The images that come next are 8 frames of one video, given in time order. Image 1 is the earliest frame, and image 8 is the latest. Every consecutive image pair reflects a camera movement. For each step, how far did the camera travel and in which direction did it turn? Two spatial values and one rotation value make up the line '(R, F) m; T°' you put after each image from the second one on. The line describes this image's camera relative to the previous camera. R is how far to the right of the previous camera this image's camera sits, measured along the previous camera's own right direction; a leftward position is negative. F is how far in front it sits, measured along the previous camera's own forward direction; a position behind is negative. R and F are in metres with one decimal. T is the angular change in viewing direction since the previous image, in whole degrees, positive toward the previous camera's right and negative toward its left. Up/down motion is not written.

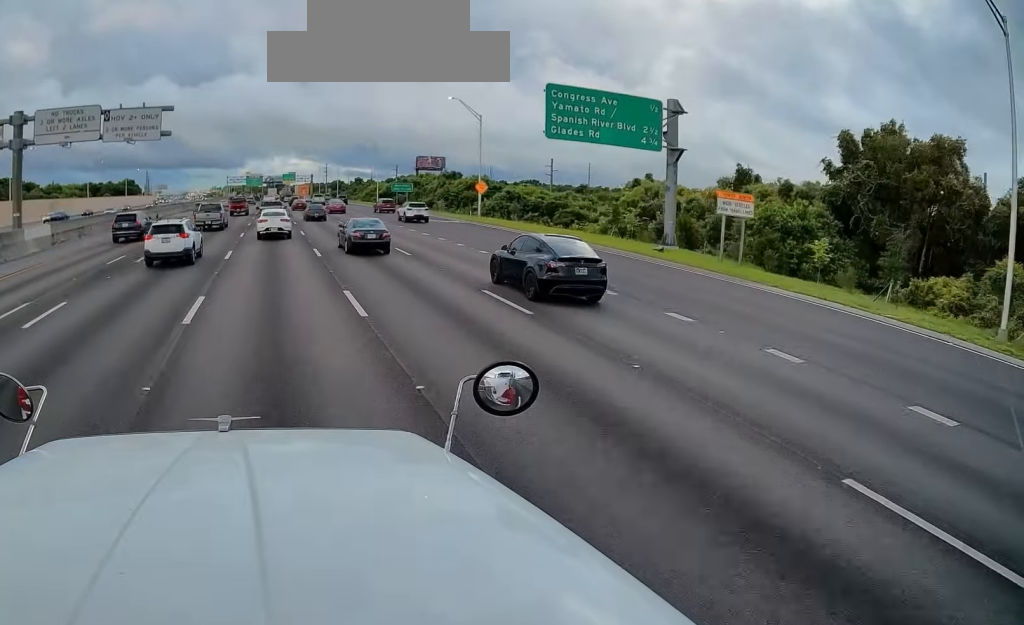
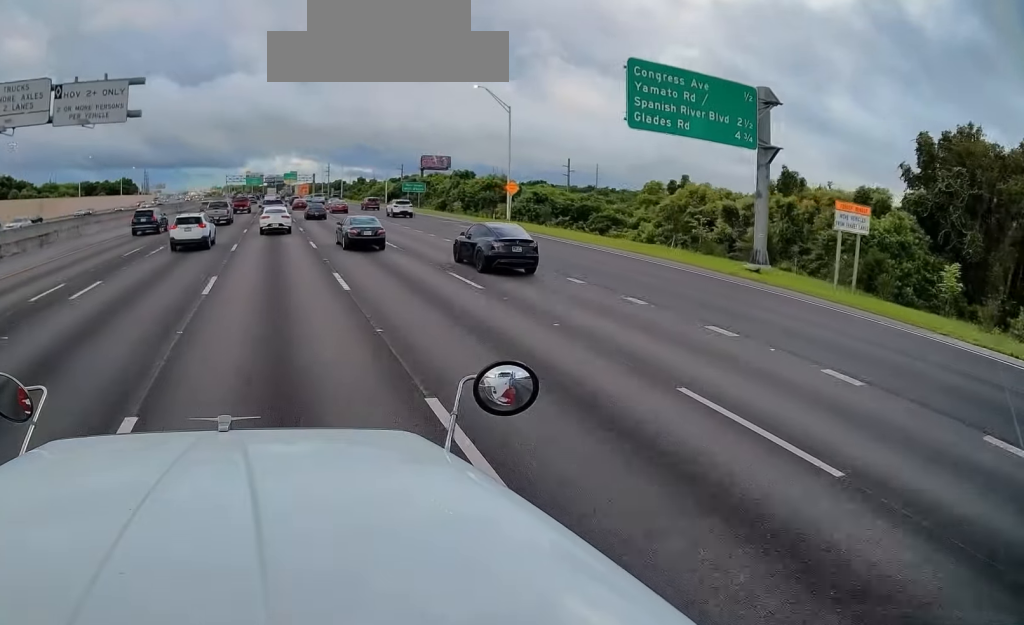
(-0.3, +9.1) m; -3°
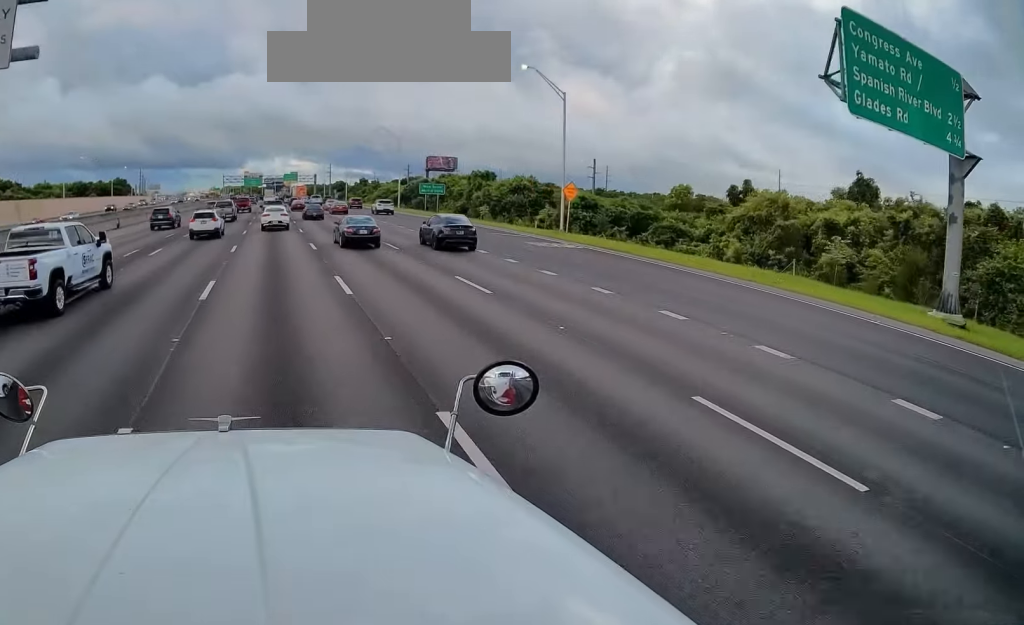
(-0.1, +11.8) m; -1°
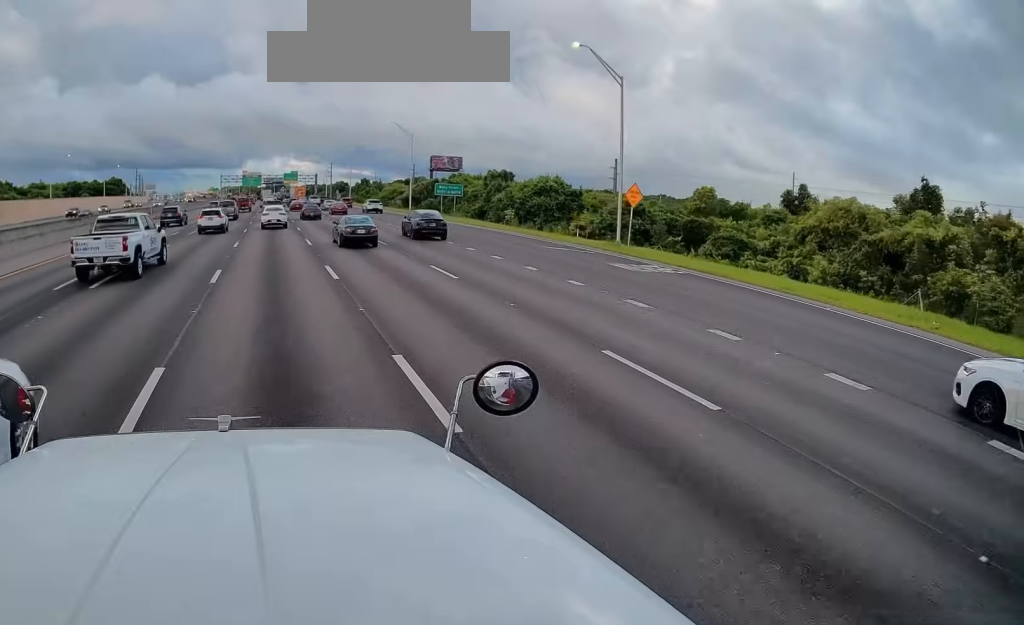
(0.0, +8.8) m; 0°
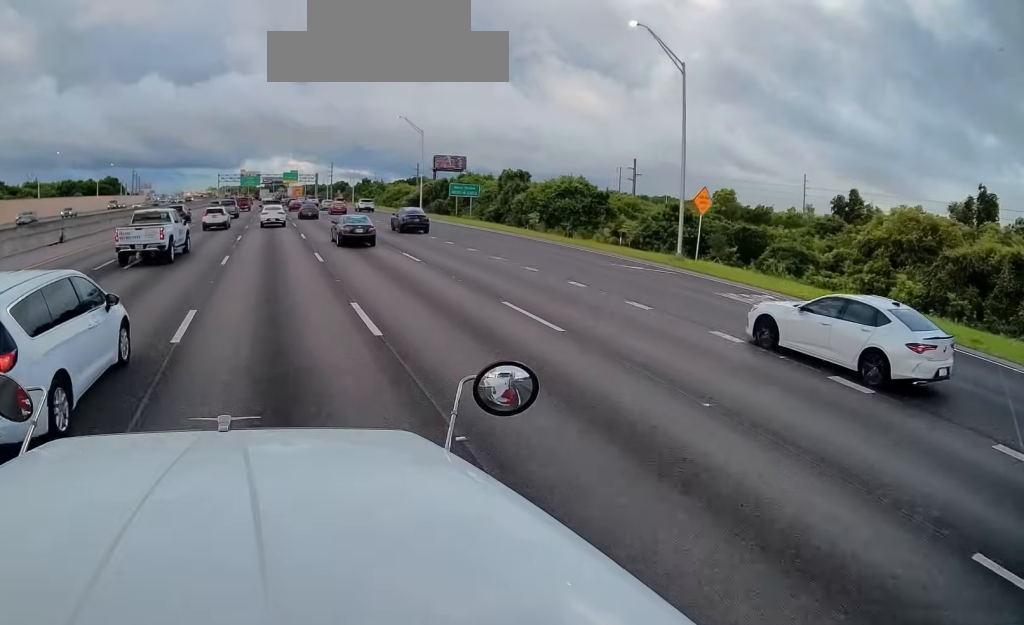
(0.0, +6.9) m; +1°
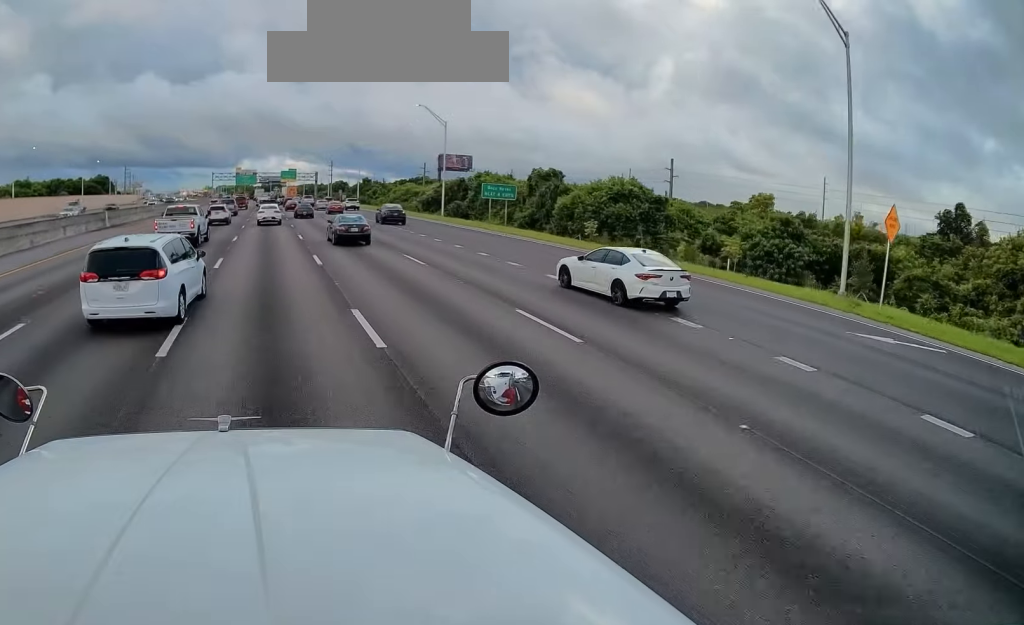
(+0.2, +11.8) m; +1°
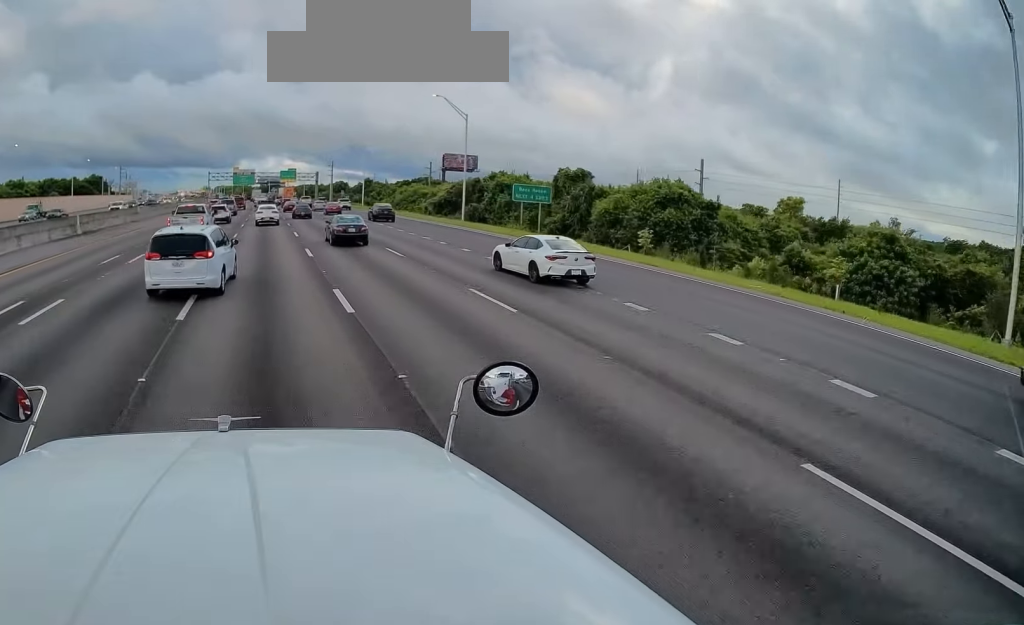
(0.0, +7.5) m; 0°
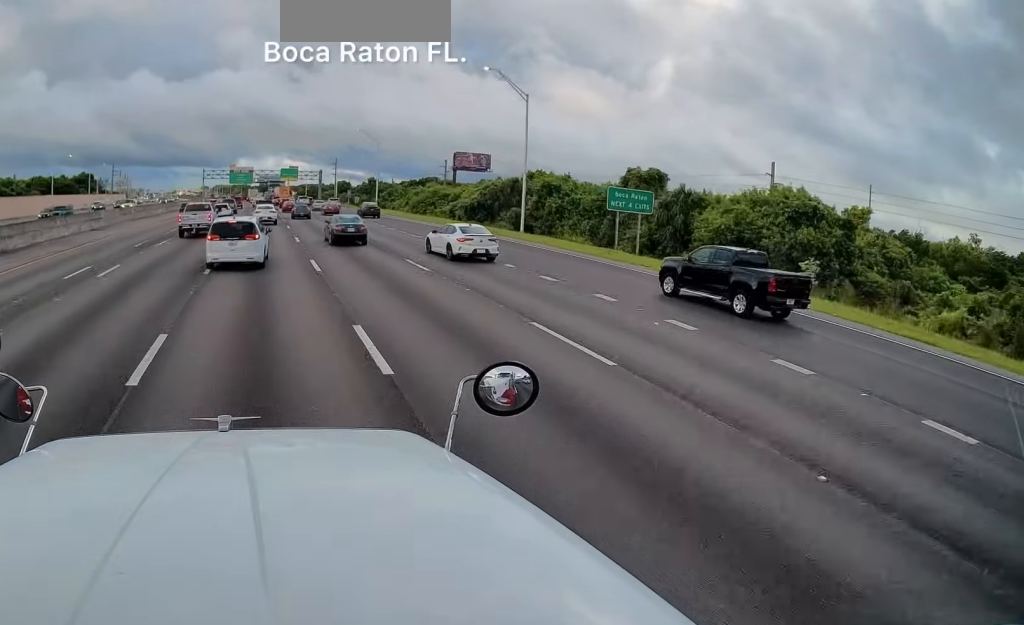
(-0.1, +14.3) m; -1°
